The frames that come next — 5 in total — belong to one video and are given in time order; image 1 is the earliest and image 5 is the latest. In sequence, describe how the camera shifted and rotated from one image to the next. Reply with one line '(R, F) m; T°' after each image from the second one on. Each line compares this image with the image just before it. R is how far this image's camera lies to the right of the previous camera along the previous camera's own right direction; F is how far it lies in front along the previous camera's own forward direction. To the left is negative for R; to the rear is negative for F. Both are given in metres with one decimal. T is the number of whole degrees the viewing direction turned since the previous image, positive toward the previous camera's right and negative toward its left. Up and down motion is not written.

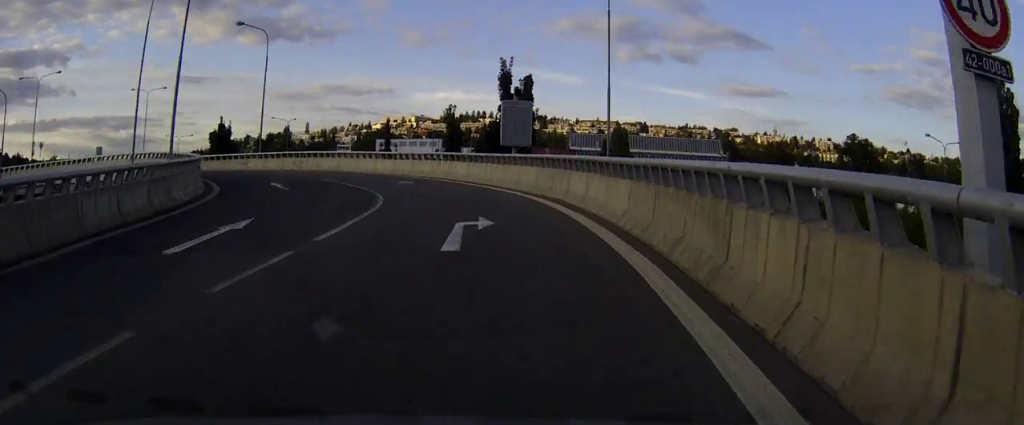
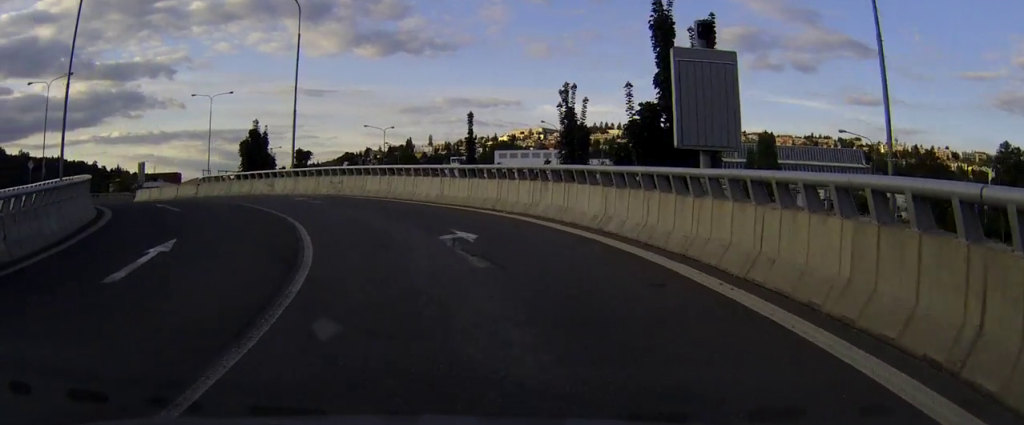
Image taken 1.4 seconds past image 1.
(-1.3, +17.0) m; -11°
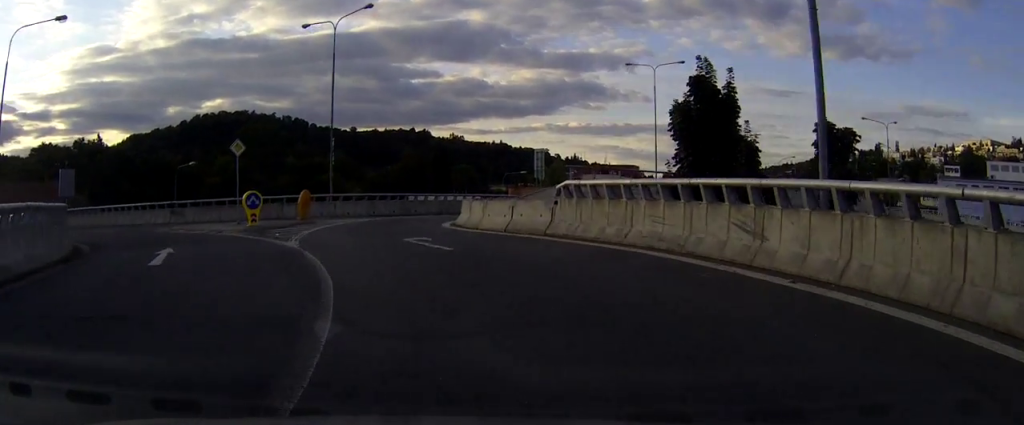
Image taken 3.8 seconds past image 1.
(-7.5, +25.0) m; -35°
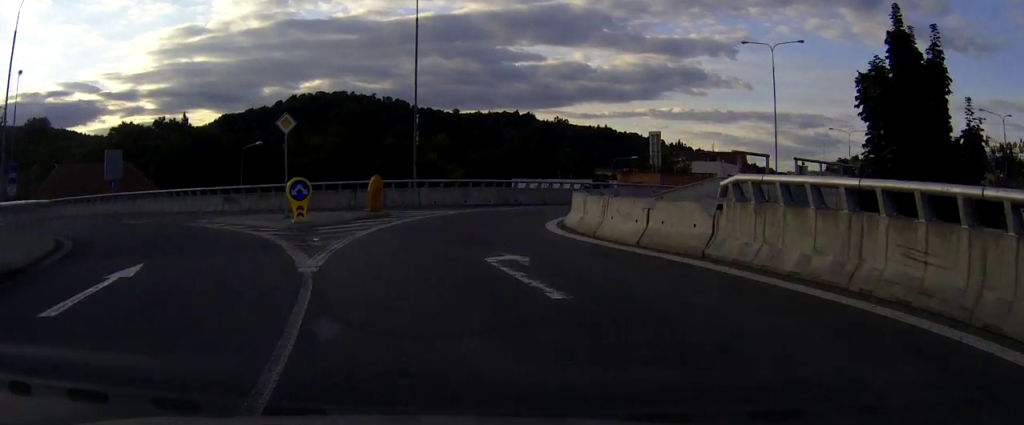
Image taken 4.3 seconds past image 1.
(-0.5, +5.8) m; -4°
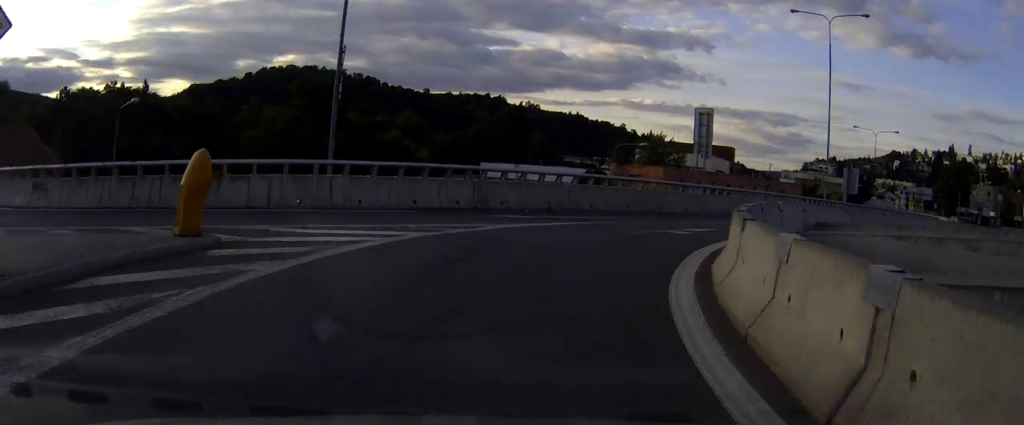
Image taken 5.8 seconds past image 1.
(-0.4, +14.7) m; +5°
